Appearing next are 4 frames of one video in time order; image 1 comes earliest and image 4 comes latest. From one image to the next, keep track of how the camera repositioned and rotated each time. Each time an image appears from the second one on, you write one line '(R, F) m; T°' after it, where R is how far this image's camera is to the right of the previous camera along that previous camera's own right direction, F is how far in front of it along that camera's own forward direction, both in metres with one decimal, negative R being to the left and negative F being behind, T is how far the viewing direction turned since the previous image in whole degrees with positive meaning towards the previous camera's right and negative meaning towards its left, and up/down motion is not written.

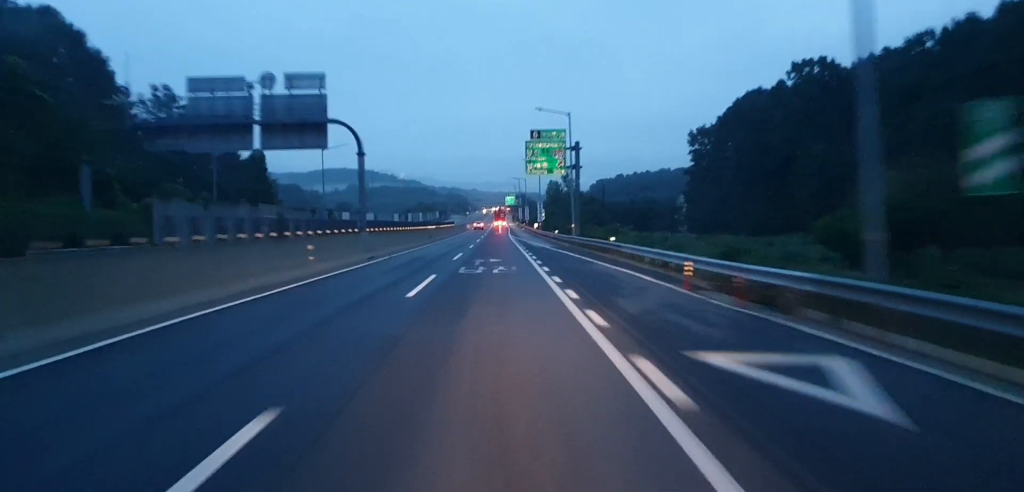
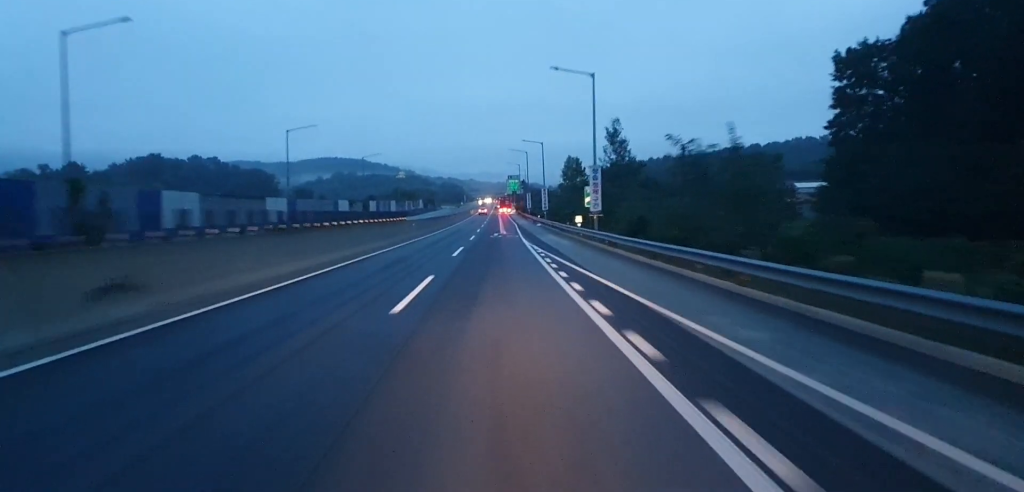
(-0.5, +60.1) m; 0°
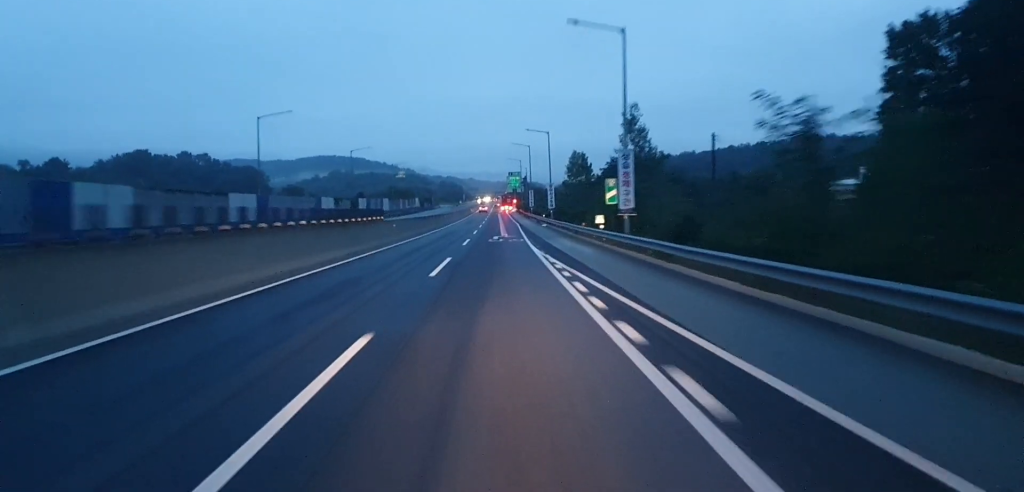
(+0.1, +11.1) m; 0°
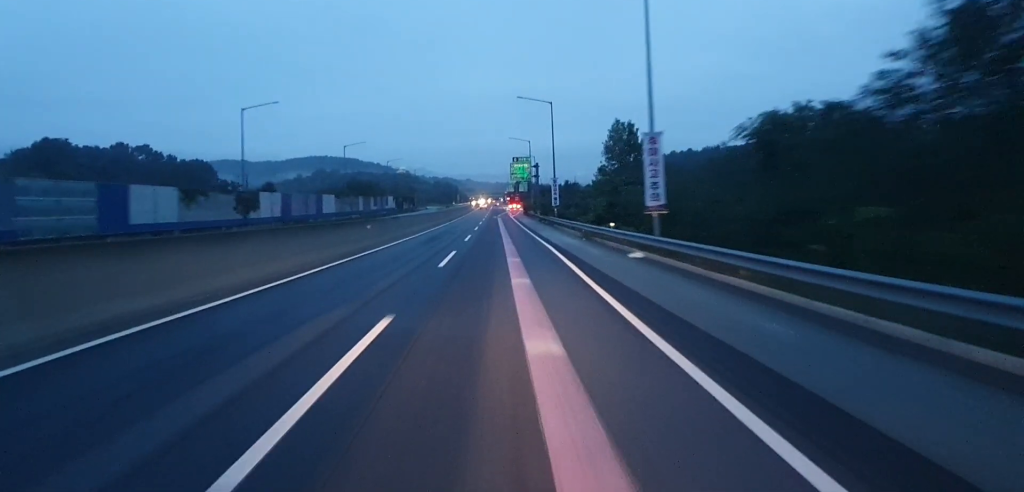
(-0.6, +55.0) m; -1°
